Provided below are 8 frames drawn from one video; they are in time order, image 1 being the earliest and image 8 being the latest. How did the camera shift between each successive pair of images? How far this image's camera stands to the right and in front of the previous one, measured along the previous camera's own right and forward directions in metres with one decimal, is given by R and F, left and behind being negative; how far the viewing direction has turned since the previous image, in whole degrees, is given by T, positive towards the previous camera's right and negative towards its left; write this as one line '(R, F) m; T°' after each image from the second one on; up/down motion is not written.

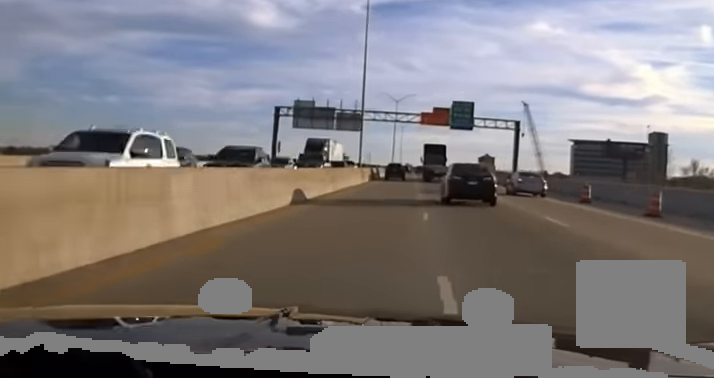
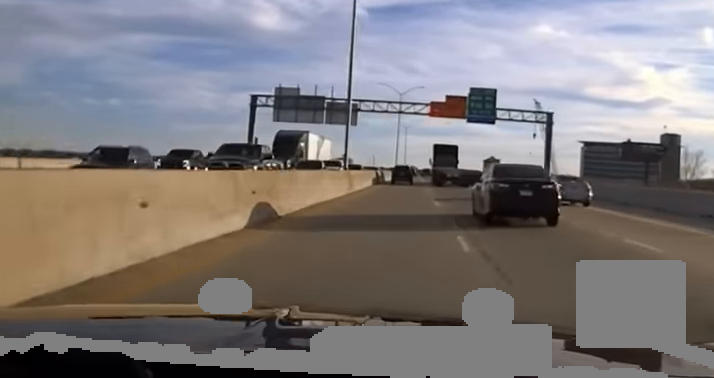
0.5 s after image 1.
(0.0, +19.6) m; 0°
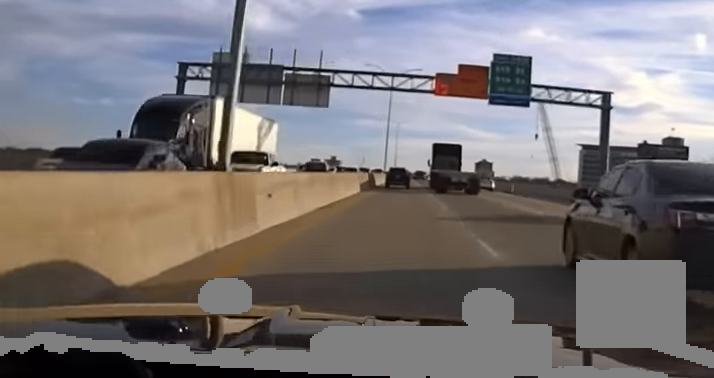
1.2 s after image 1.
(+0.2, +27.2) m; 0°
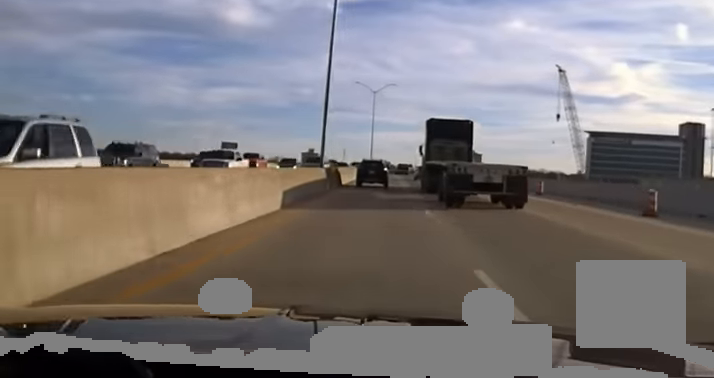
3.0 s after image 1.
(+0.4, +69.8) m; 0°
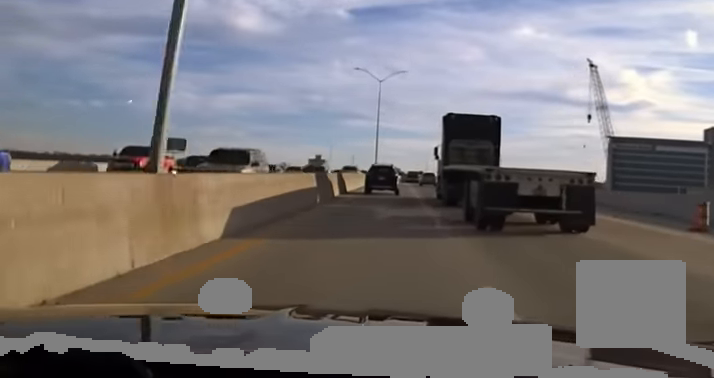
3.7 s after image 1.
(-0.1, +28.5) m; 0°
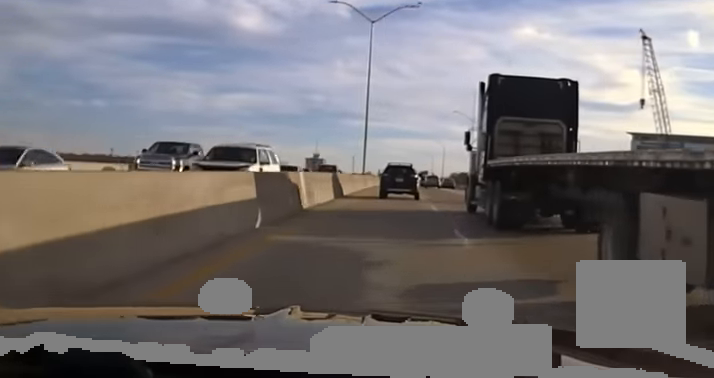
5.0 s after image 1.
(-0.2, +38.9) m; -1°
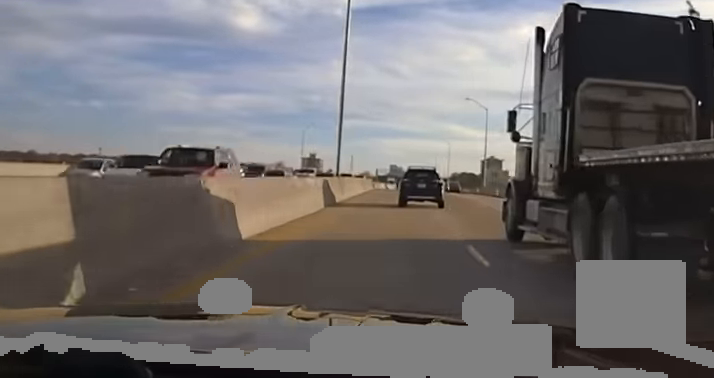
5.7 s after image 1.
(-0.1, +24.2) m; 0°
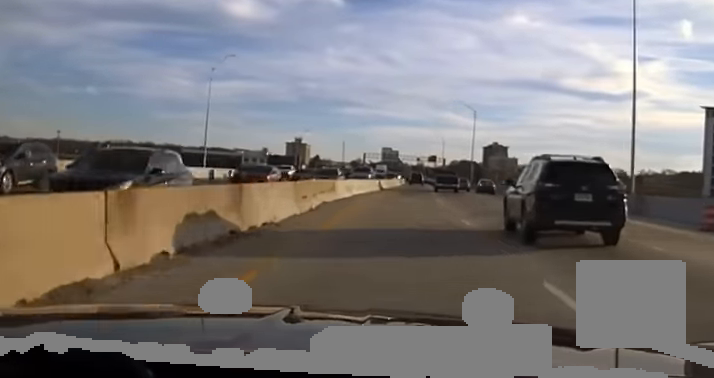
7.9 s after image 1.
(+0.3, +78.6) m; +1°
